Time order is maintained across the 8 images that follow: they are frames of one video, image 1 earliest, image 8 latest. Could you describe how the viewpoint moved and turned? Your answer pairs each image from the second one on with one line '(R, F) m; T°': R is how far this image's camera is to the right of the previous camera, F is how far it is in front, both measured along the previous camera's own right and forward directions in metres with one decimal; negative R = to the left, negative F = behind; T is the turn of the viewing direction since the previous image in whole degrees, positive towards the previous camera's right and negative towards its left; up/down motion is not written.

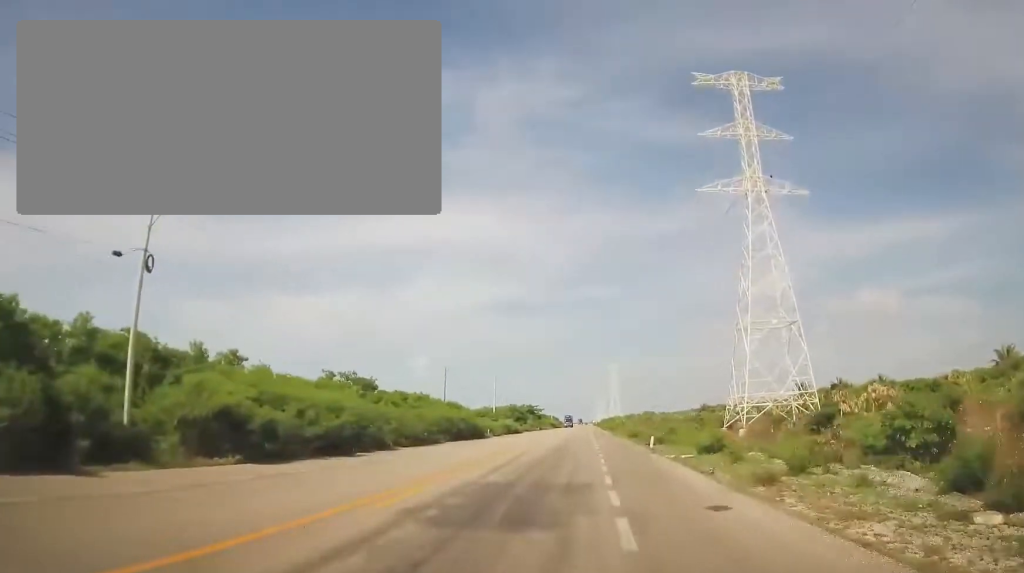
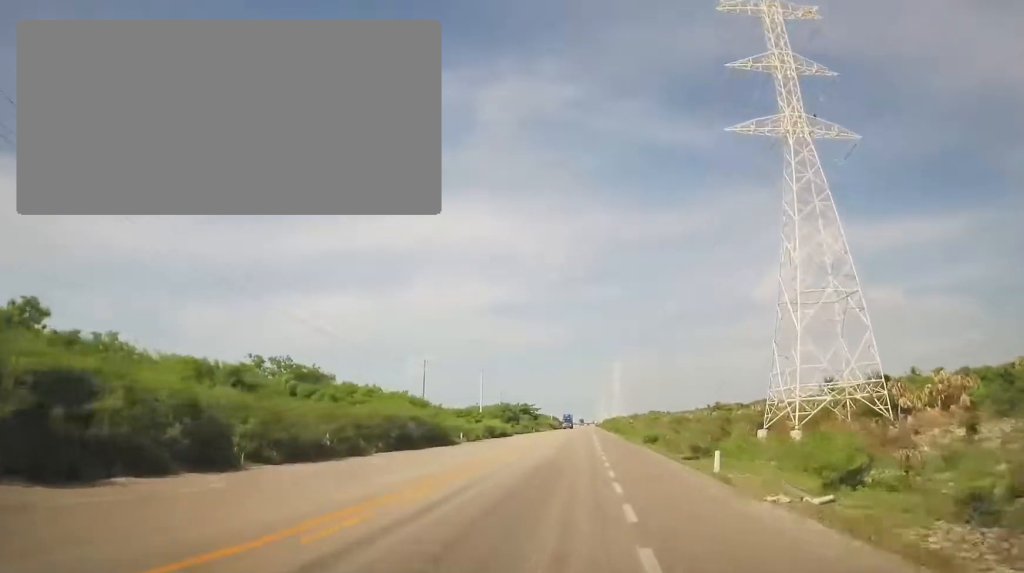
(+0.3, +14.3) m; 0°
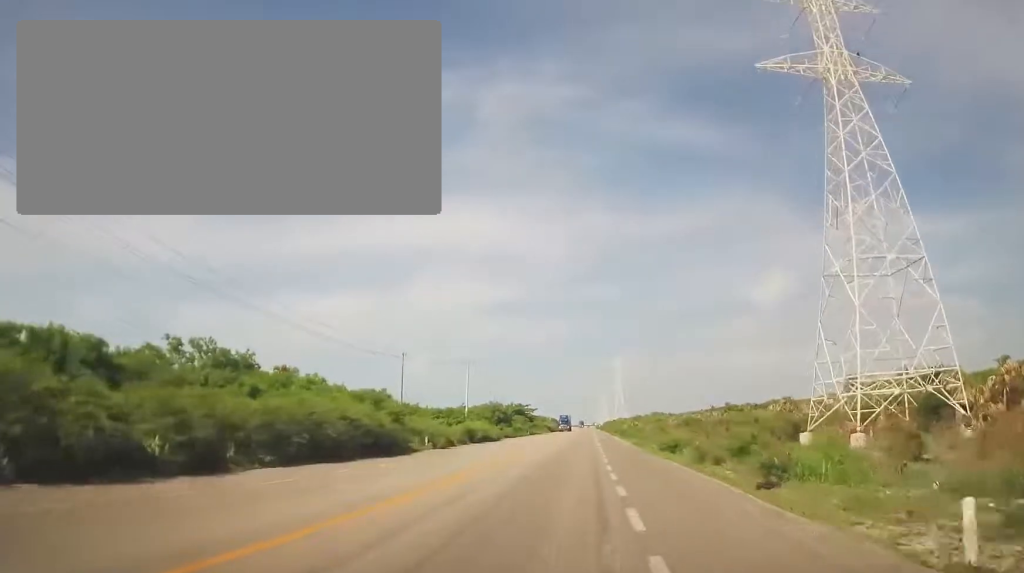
(0.0, +10.5) m; 0°
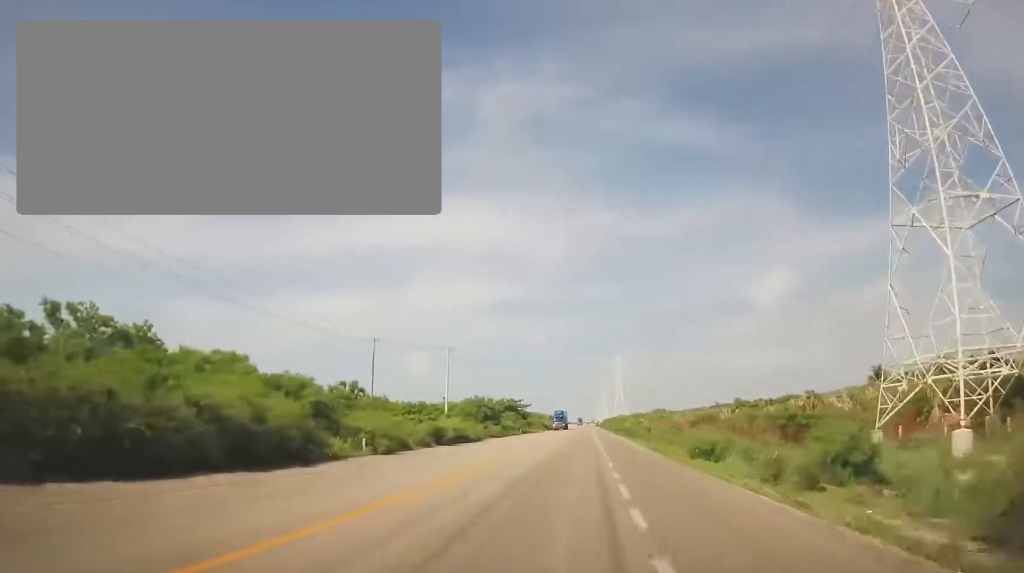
(-0.2, +10.6) m; 0°
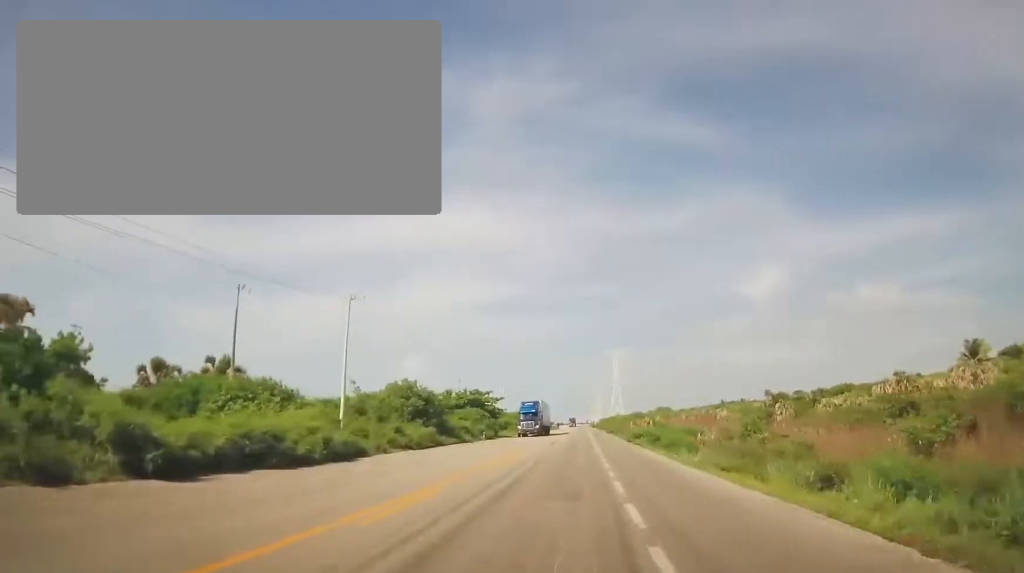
(-0.2, +27.1) m; +1°
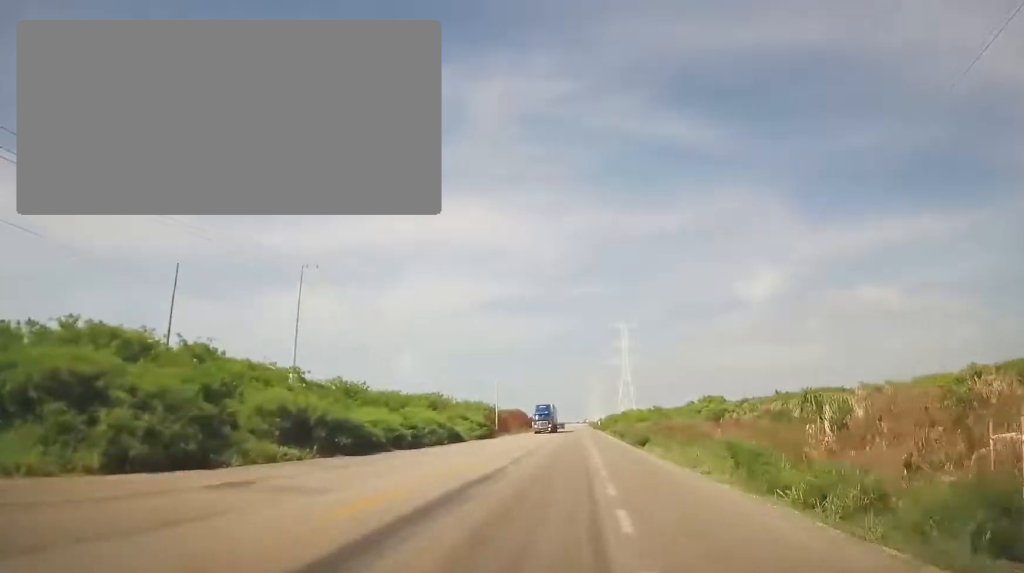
(+2.8, +85.3) m; +4°
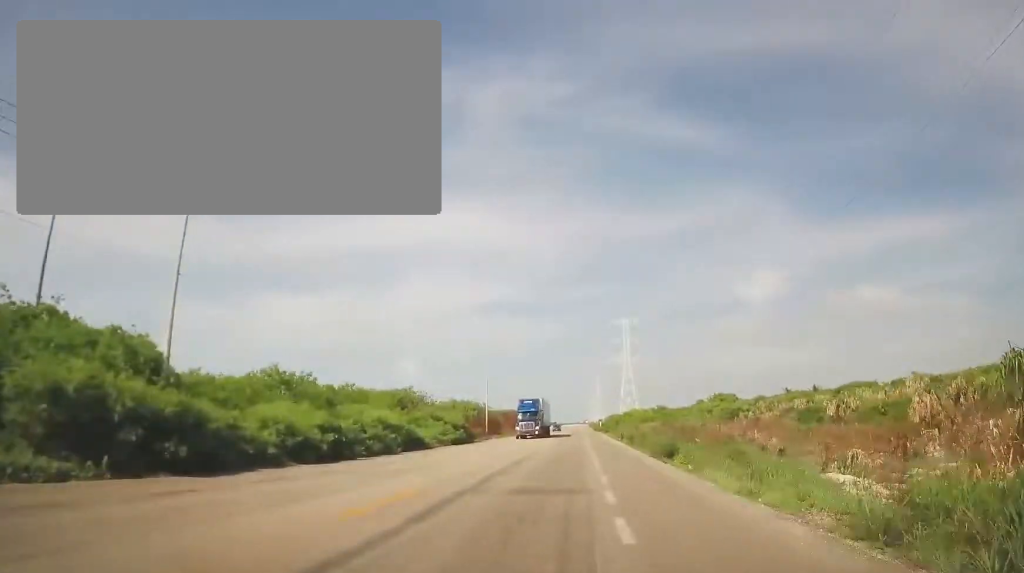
(+0.3, +10.9) m; 0°
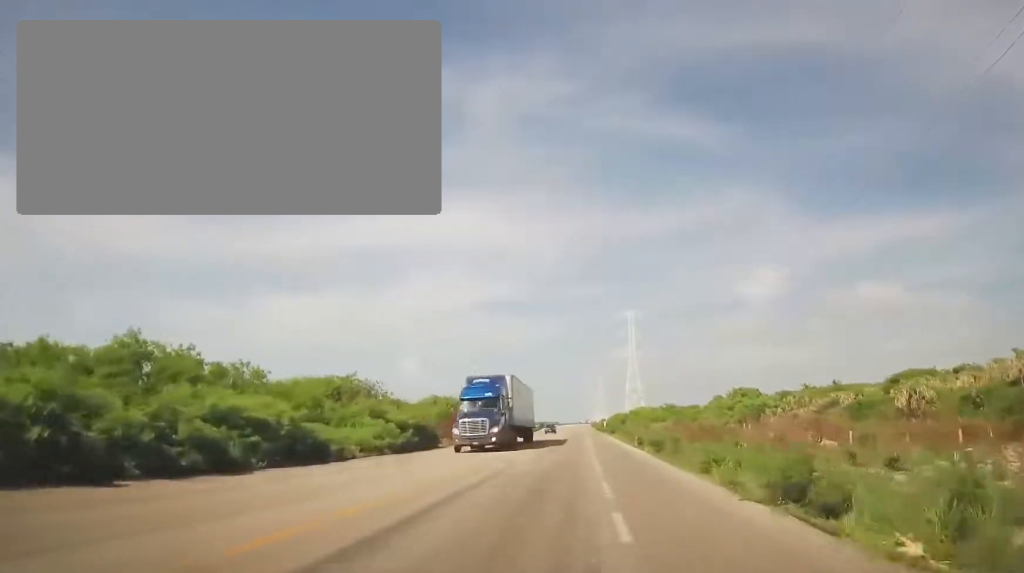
(+0.3, +14.4) m; 0°
